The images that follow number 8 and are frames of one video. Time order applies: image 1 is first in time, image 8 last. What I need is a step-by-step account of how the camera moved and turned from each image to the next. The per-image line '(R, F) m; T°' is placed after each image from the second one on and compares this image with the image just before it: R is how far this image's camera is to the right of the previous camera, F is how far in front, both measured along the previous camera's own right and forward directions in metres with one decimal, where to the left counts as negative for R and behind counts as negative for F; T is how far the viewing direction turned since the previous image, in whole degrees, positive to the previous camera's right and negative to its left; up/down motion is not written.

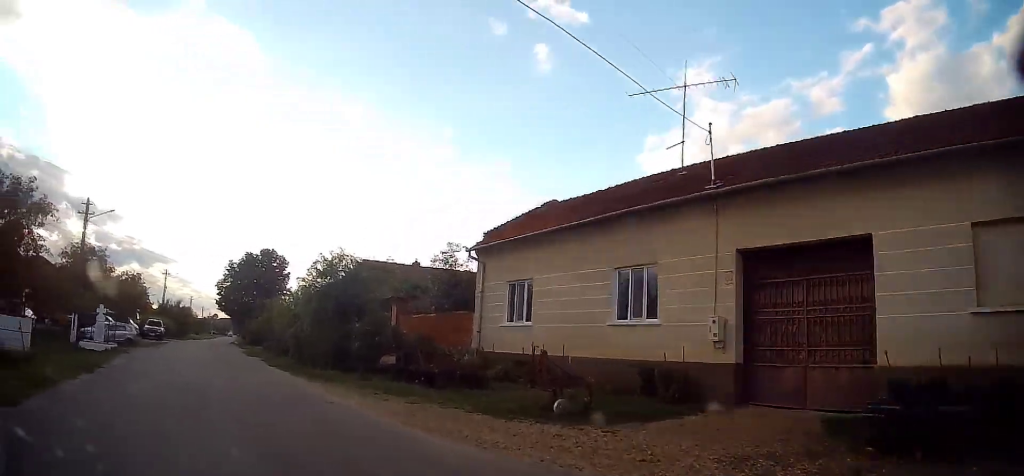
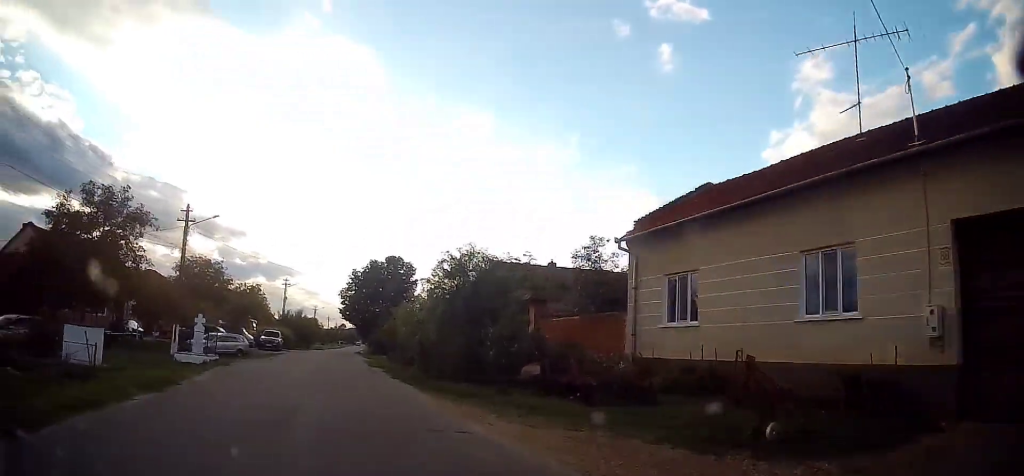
(-0.4, +2.6) m; -14°
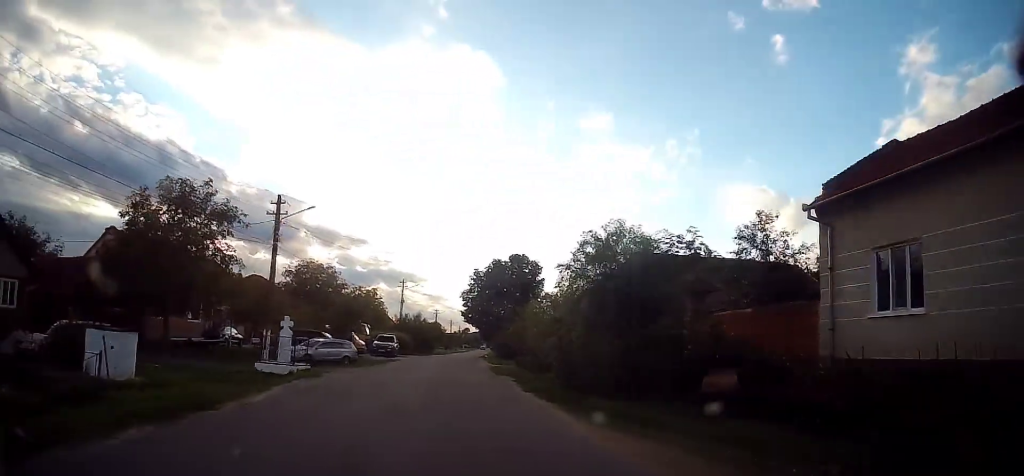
(-0.6, +3.6) m; -12°
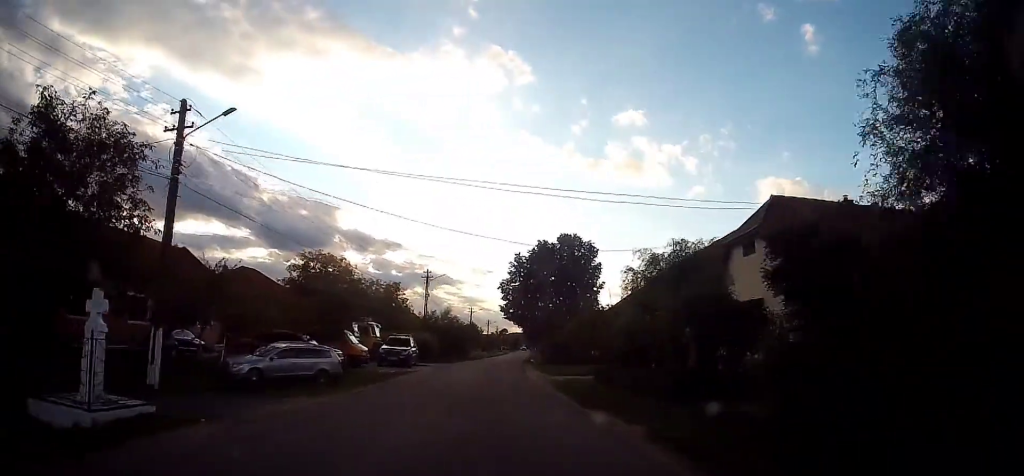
(-1.5, +10.7) m; -6°
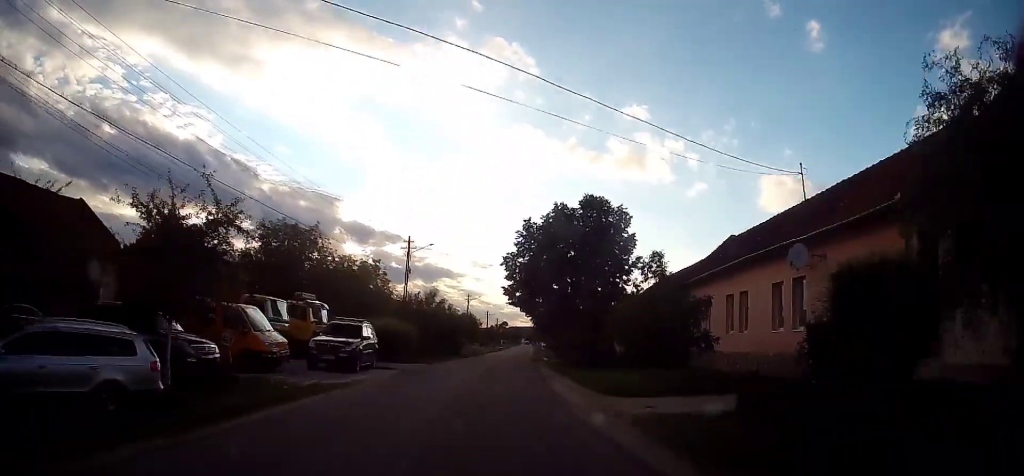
(+0.4, +11.0) m; -1°
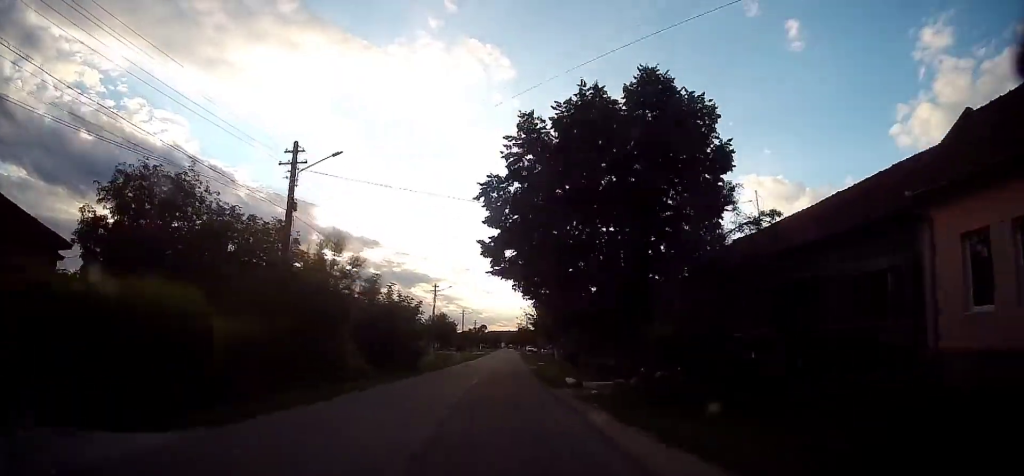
(-0.5, +18.2) m; 0°
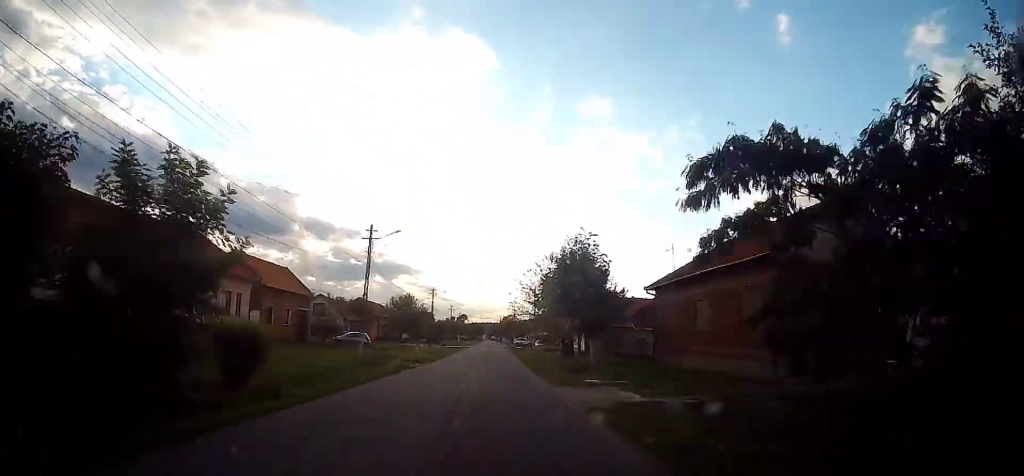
(+0.6, +24.5) m; +3°
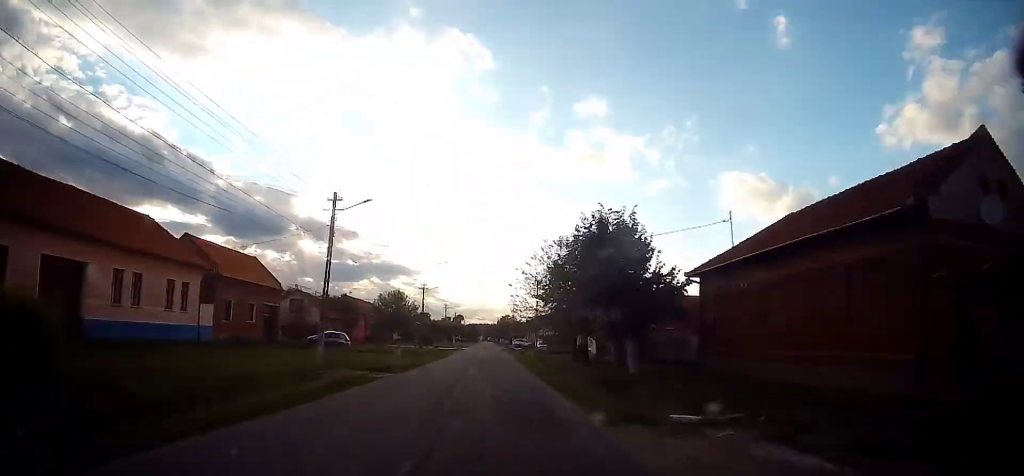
(+0.2, +7.4) m; +1°
